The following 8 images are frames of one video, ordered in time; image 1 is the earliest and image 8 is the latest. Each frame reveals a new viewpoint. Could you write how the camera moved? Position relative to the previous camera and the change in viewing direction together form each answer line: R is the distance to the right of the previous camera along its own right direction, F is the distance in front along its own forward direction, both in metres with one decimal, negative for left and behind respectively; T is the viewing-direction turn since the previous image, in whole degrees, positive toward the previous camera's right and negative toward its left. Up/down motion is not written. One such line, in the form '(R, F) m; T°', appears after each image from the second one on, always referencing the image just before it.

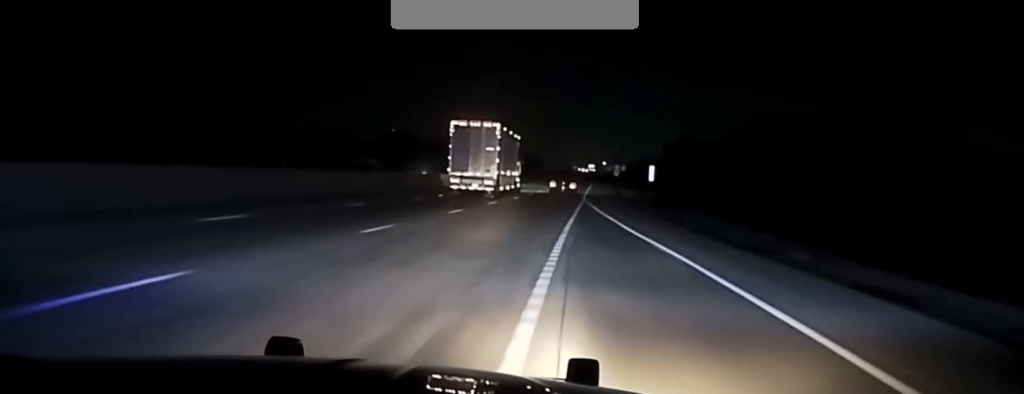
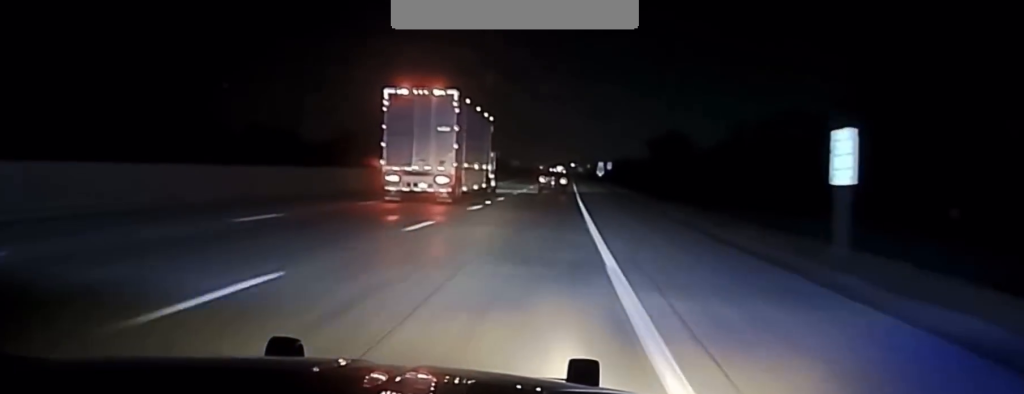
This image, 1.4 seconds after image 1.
(+0.8, +54.0) m; +2°
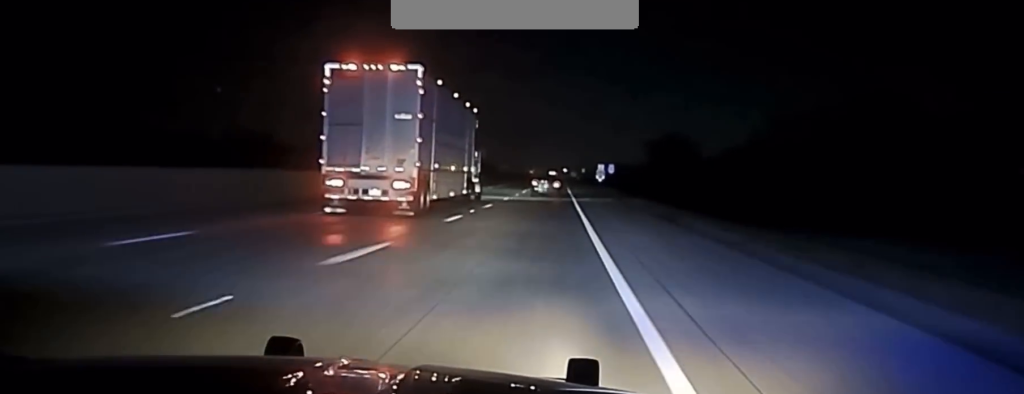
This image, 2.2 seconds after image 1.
(+0.2, +30.2) m; +1°
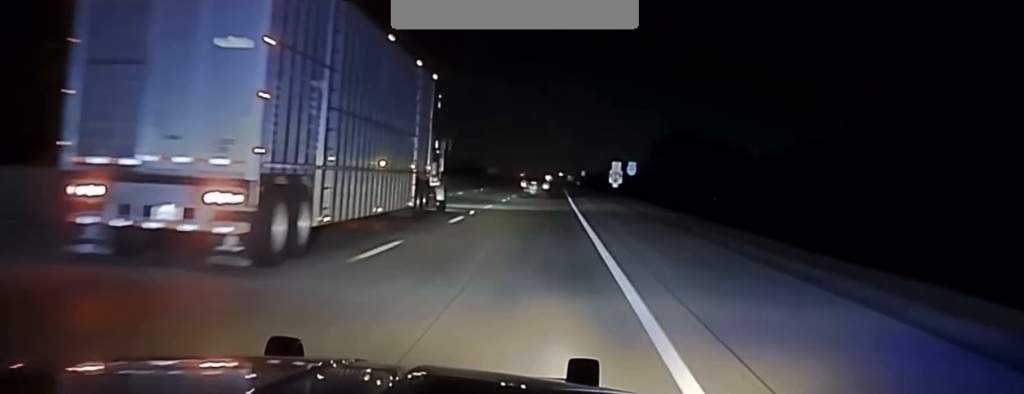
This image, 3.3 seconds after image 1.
(+0.2, +52.4) m; 0°
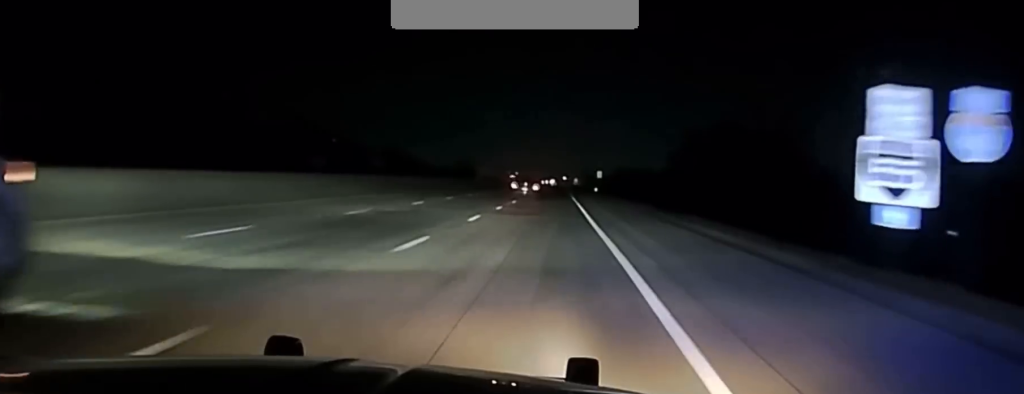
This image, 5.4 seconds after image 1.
(+0.4, +89.7) m; 0°
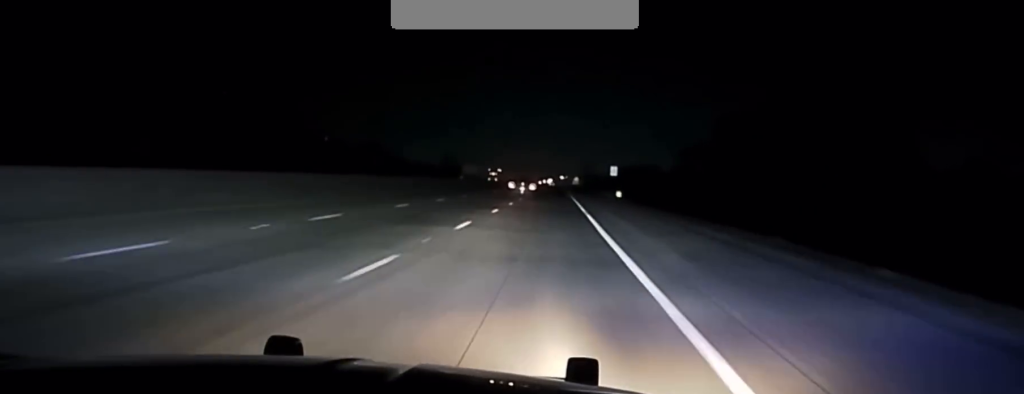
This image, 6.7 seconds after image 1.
(-0.3, +51.2) m; -1°
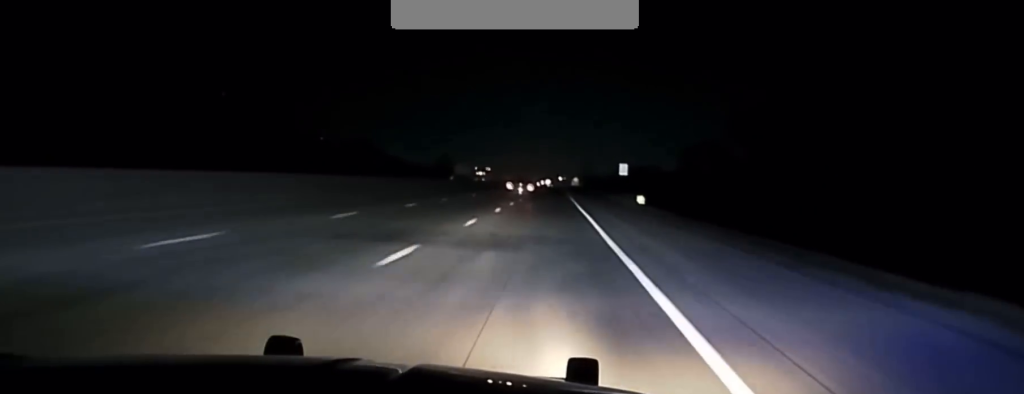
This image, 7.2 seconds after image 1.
(0.0, +19.7) m; 0°
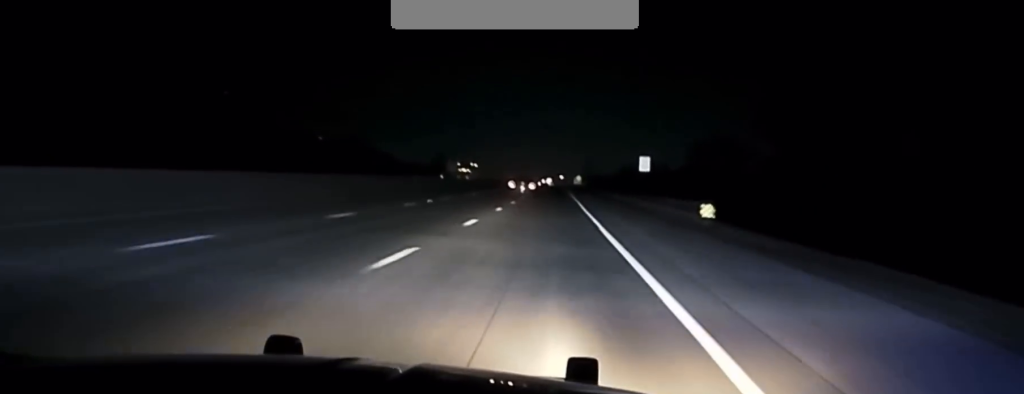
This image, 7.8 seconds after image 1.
(+0.1, +21.2) m; 0°
